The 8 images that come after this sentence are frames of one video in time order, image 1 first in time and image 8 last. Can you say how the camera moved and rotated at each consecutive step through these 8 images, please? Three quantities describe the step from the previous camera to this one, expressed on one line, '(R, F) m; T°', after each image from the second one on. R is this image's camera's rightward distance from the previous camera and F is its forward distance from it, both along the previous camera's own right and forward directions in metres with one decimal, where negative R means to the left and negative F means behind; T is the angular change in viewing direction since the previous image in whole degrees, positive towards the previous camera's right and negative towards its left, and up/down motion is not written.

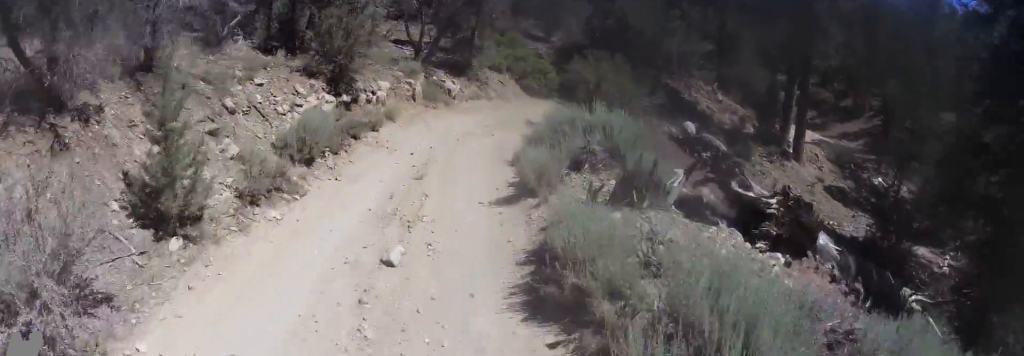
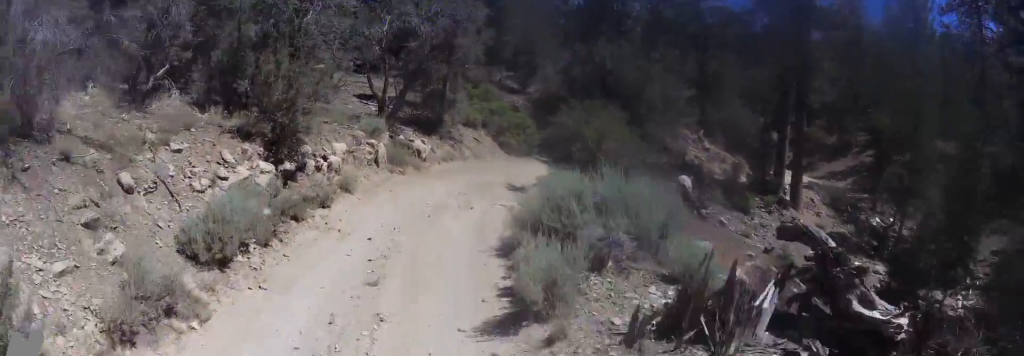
(-0.3, +2.7) m; -4°
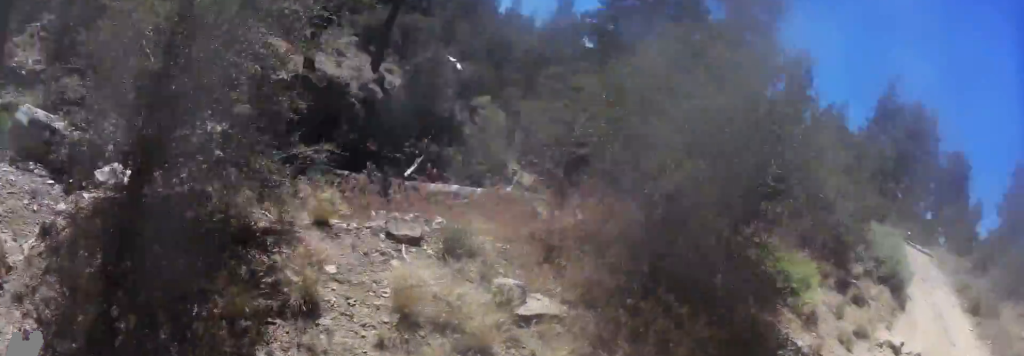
(+0.7, +20.6) m; +36°
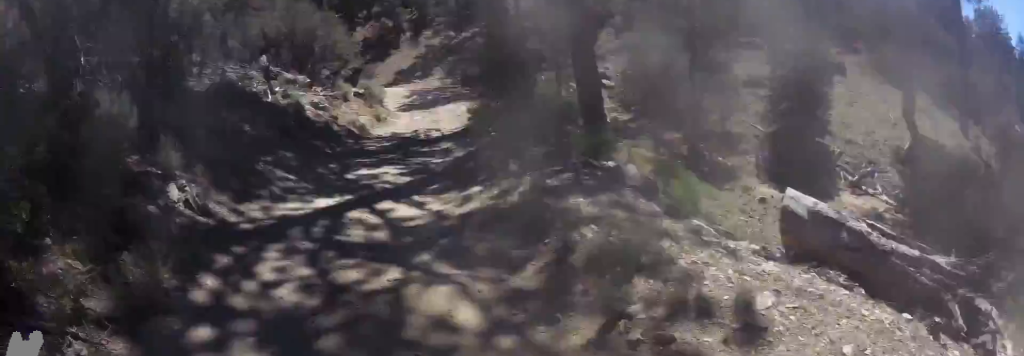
(+0.9, +3.8) m; +13°
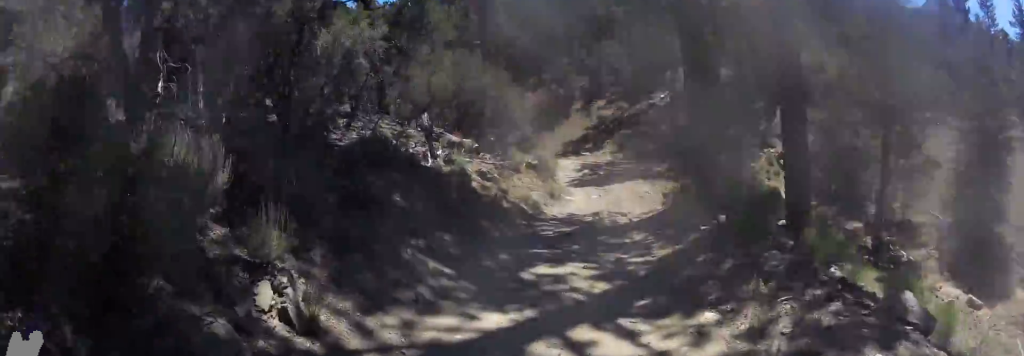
(+0.7, +2.9) m; +7°
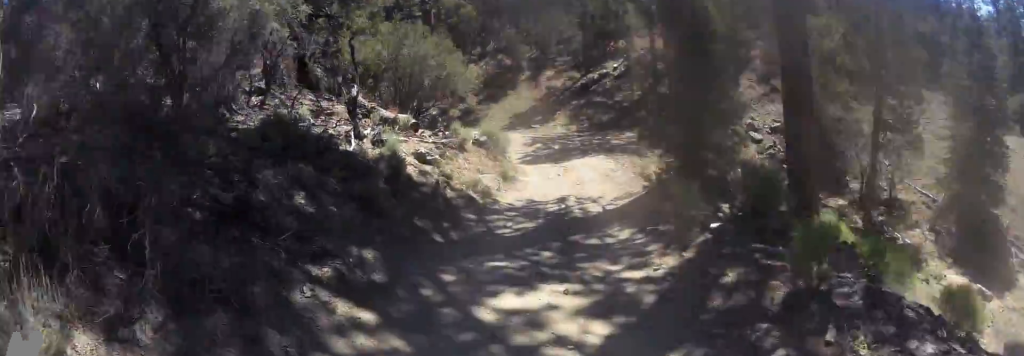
(+0.1, +3.0) m; +6°
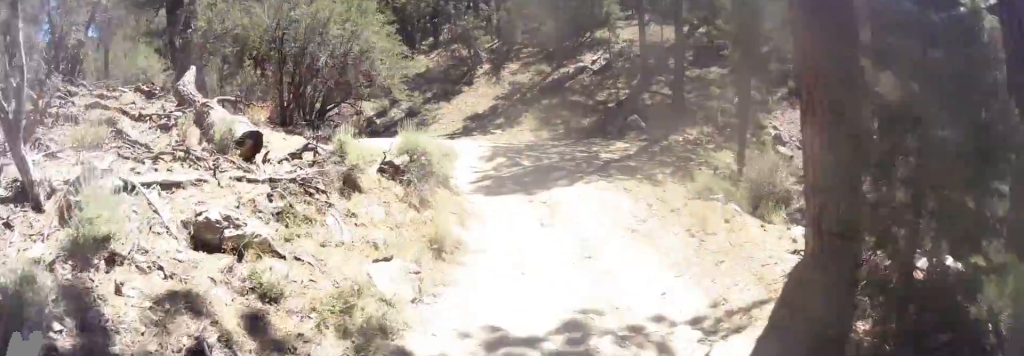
(+0.3, +7.1) m; +9°
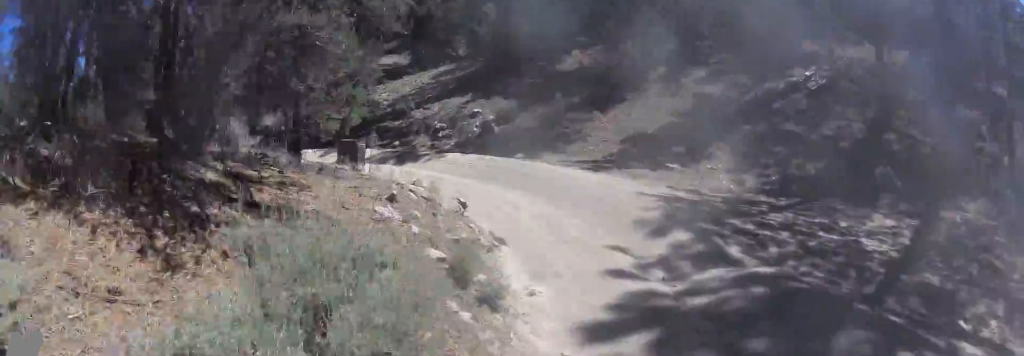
(+0.2, +10.2) m; -6°
